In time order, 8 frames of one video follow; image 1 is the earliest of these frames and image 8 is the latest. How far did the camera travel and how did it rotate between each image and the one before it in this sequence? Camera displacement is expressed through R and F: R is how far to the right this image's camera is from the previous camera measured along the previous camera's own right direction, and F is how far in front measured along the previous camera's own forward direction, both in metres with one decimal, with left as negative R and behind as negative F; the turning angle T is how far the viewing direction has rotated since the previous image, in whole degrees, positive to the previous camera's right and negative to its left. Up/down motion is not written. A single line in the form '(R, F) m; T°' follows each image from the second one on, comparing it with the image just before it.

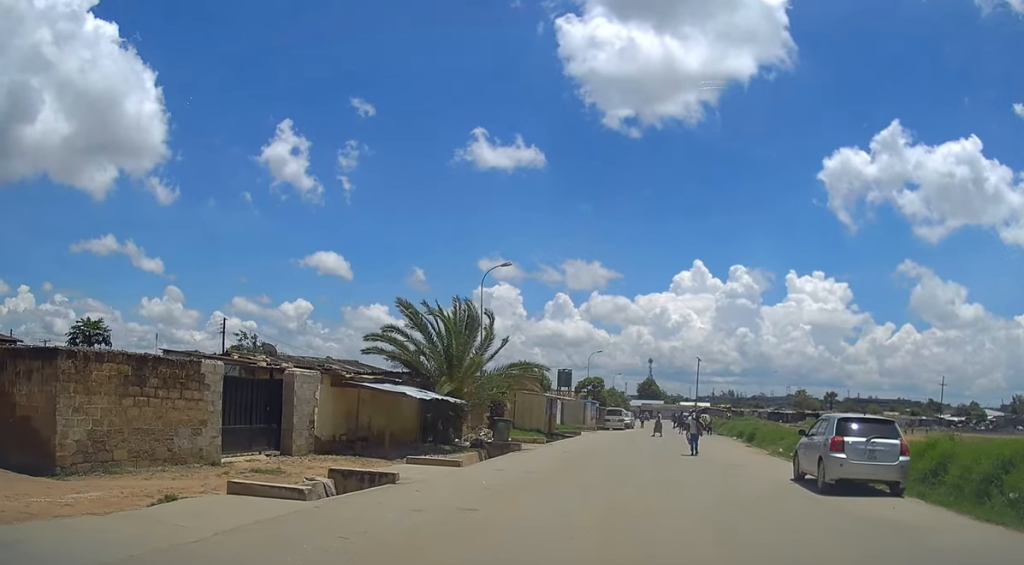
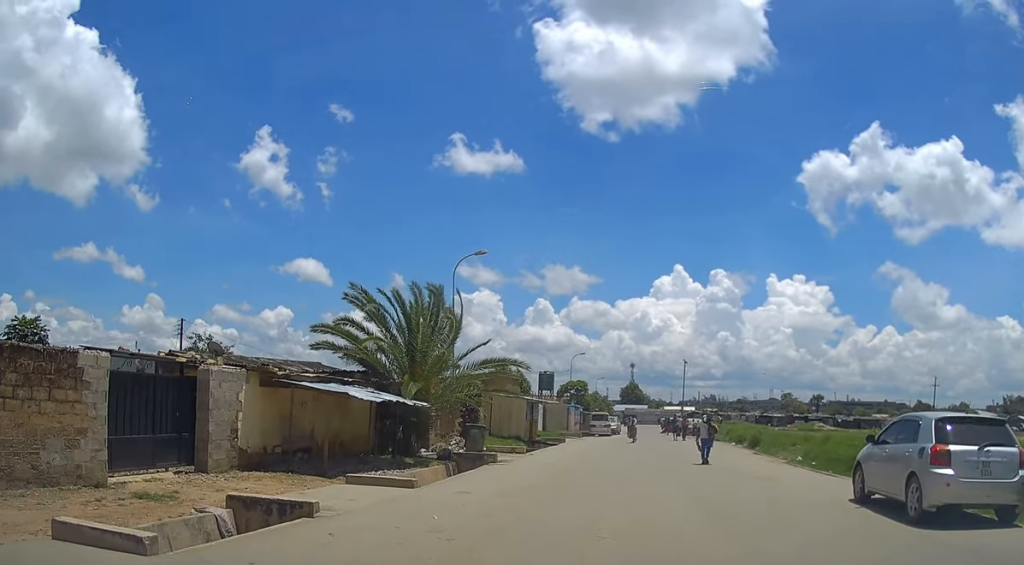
(+0.2, +4.0) m; +2°
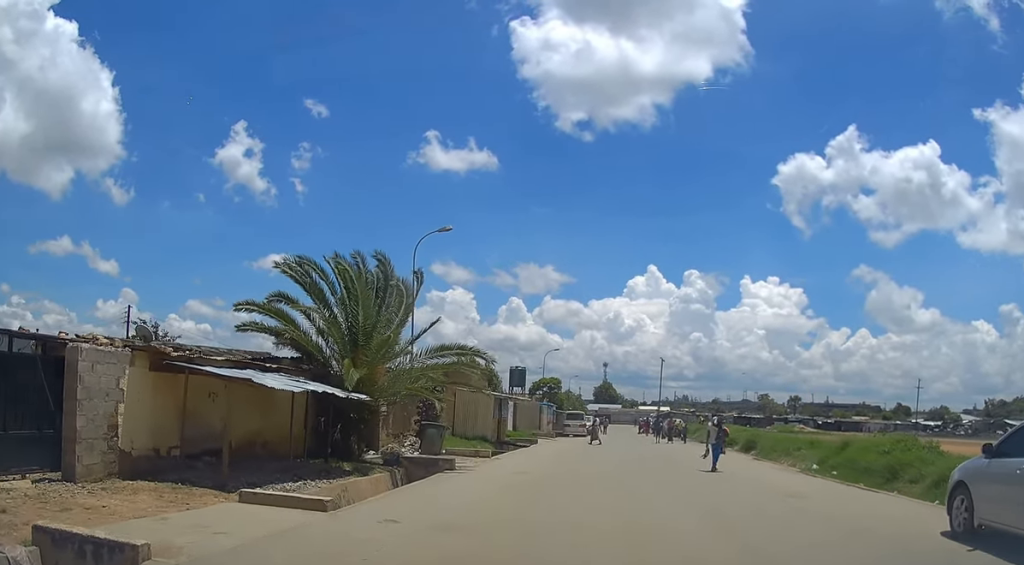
(0.0, +3.9) m; 0°
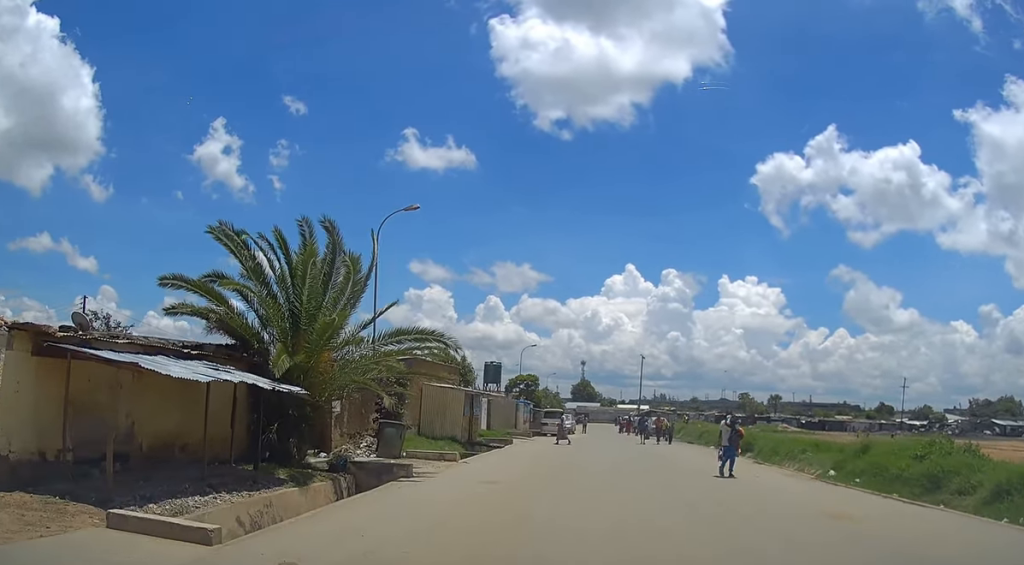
(0.0, +2.9) m; 0°
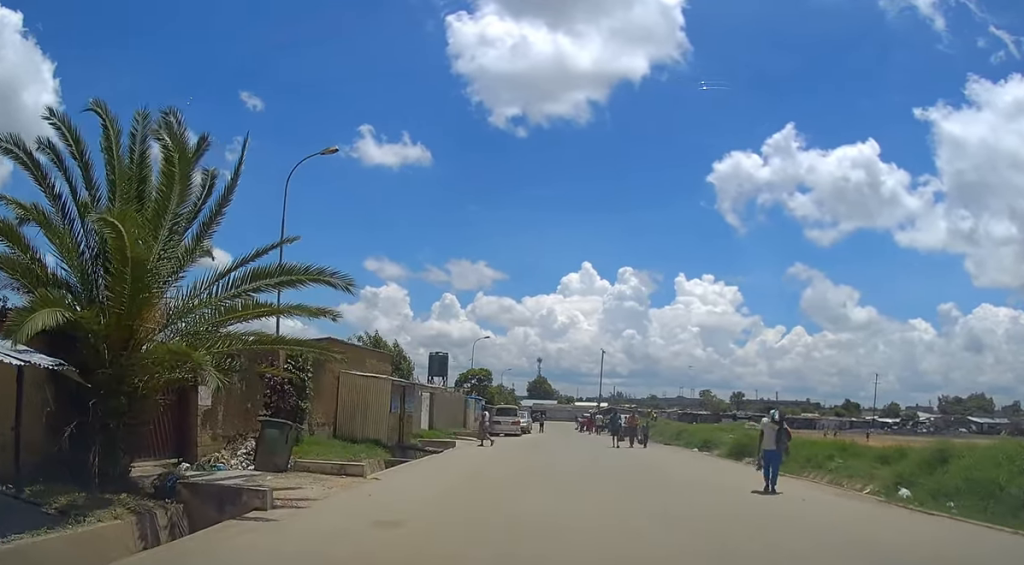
(0.0, +5.9) m; +2°
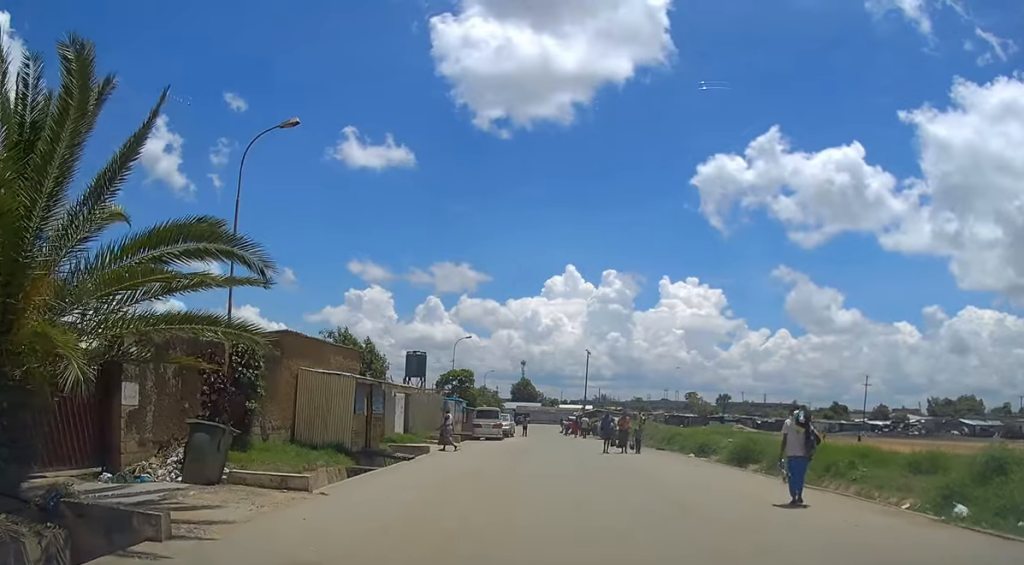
(-0.1, +2.3) m; +2°
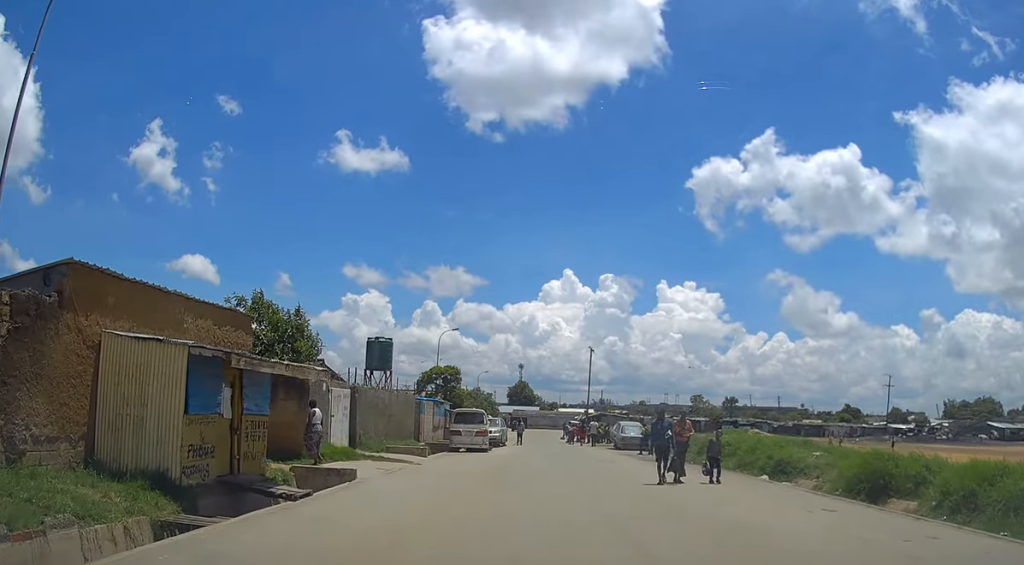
(+0.5, +9.6) m; +1°
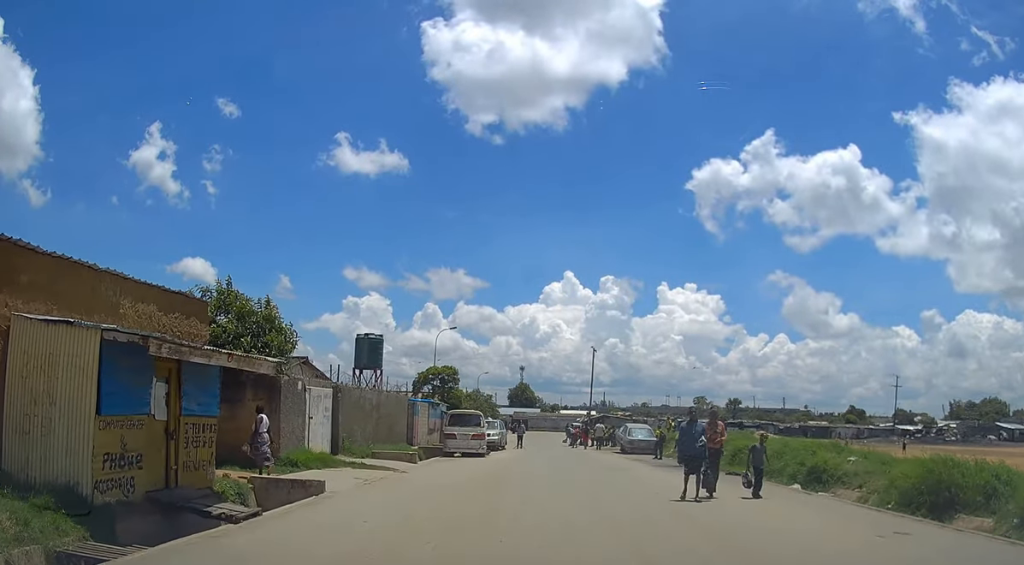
(0.0, +2.3) m; 0°
